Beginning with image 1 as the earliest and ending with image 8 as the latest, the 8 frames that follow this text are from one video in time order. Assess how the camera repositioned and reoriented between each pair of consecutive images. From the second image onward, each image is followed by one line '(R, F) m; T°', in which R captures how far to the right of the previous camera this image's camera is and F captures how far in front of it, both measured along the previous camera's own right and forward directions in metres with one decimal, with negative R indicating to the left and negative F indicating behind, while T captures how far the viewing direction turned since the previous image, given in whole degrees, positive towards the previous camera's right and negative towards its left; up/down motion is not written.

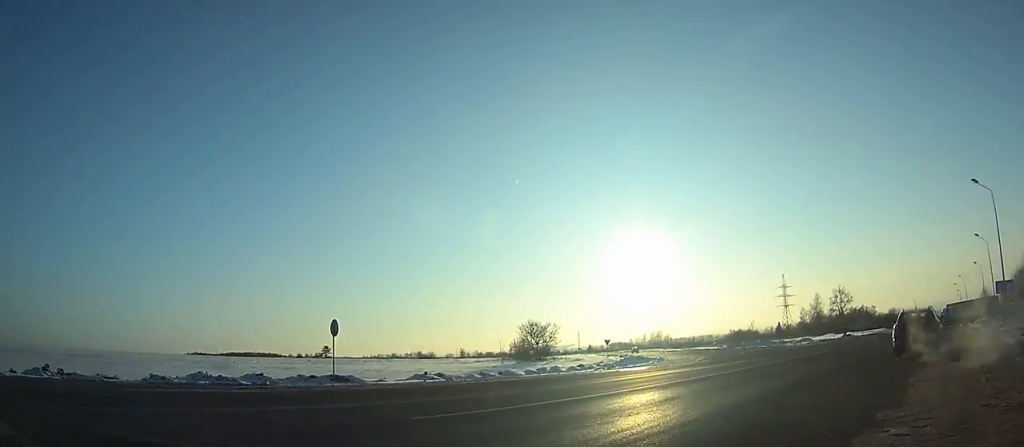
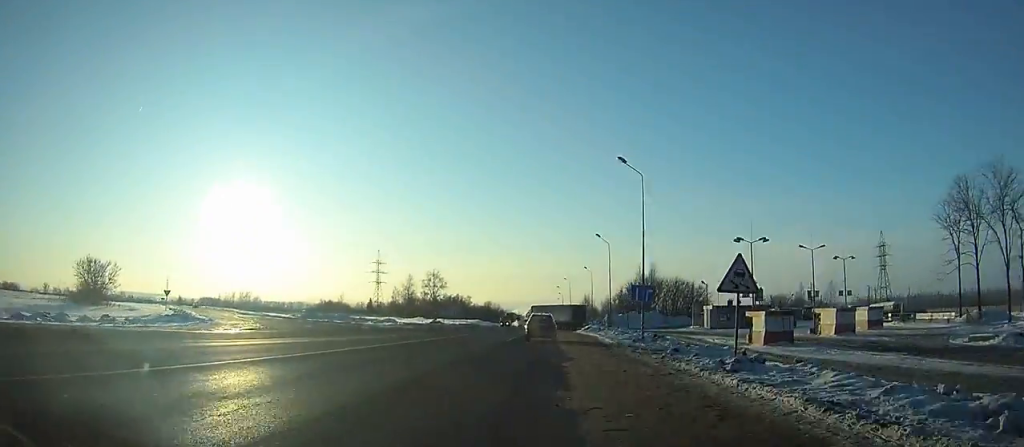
(+3.3, +12.6) m; +18°
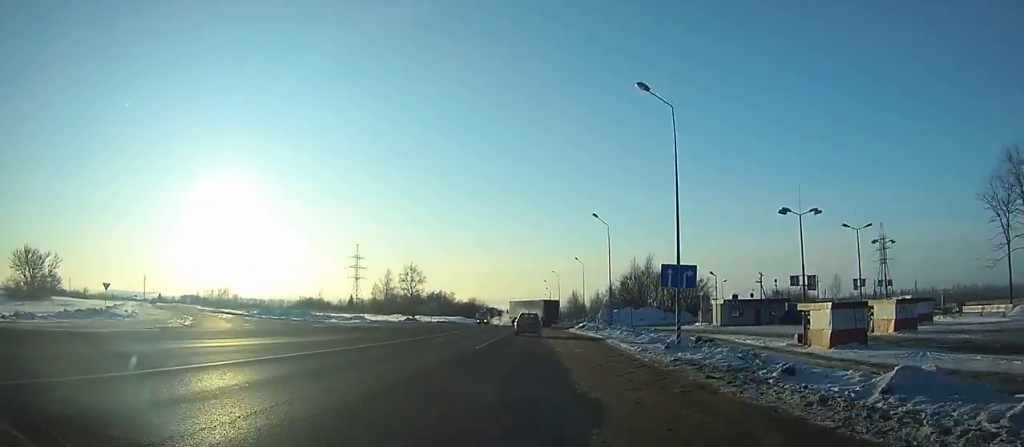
(+0.6, +10.3) m; +4°
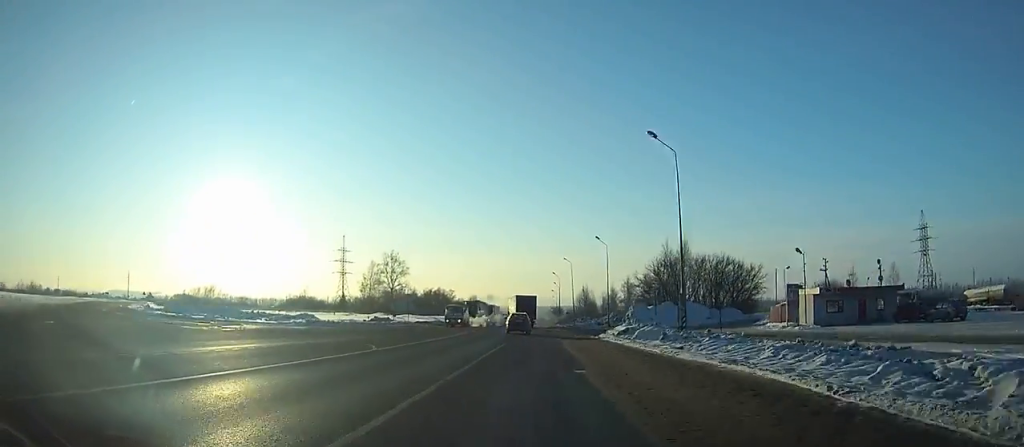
(+0.3, +23.3) m; 0°
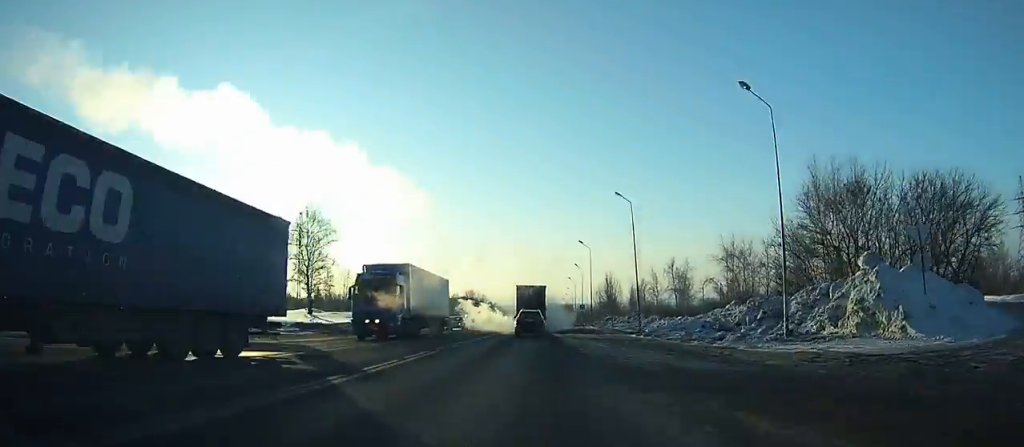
(-0.6, +45.4) m; -1°
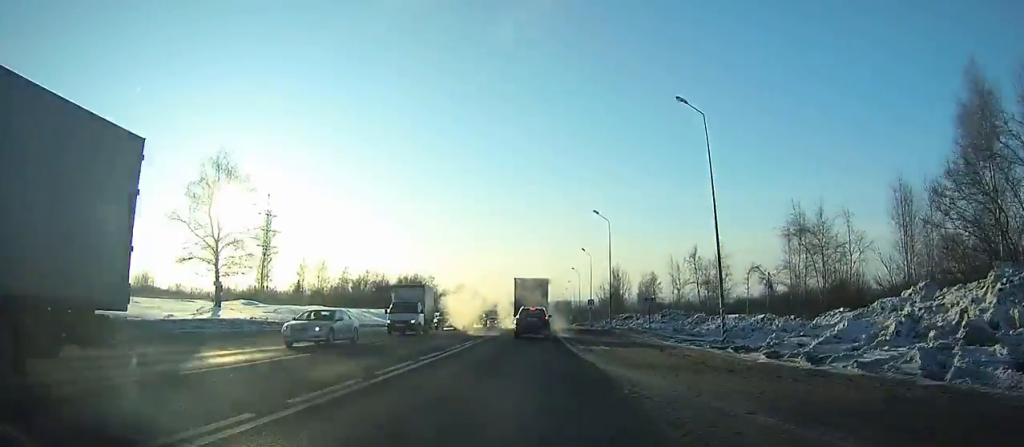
(0.0, +19.7) m; 0°
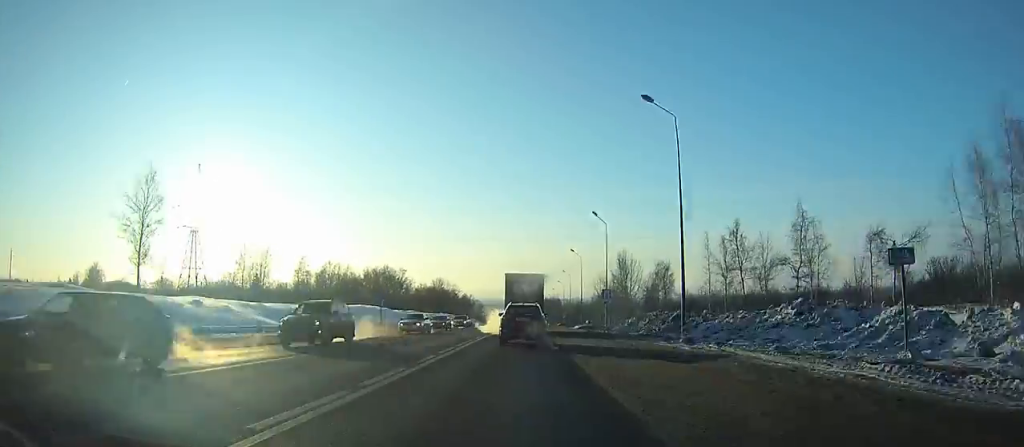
(+0.2, +30.0) m; +1°
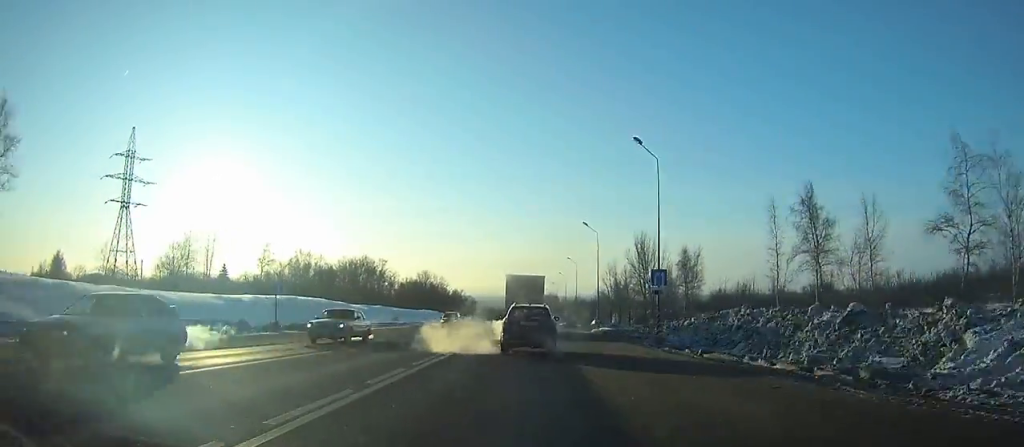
(+0.1, +25.6) m; +1°
